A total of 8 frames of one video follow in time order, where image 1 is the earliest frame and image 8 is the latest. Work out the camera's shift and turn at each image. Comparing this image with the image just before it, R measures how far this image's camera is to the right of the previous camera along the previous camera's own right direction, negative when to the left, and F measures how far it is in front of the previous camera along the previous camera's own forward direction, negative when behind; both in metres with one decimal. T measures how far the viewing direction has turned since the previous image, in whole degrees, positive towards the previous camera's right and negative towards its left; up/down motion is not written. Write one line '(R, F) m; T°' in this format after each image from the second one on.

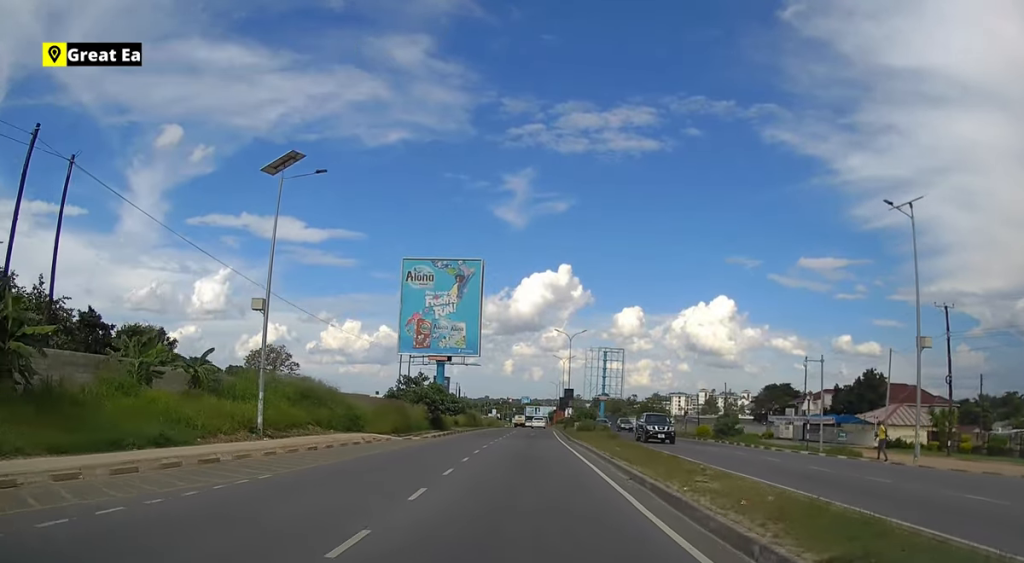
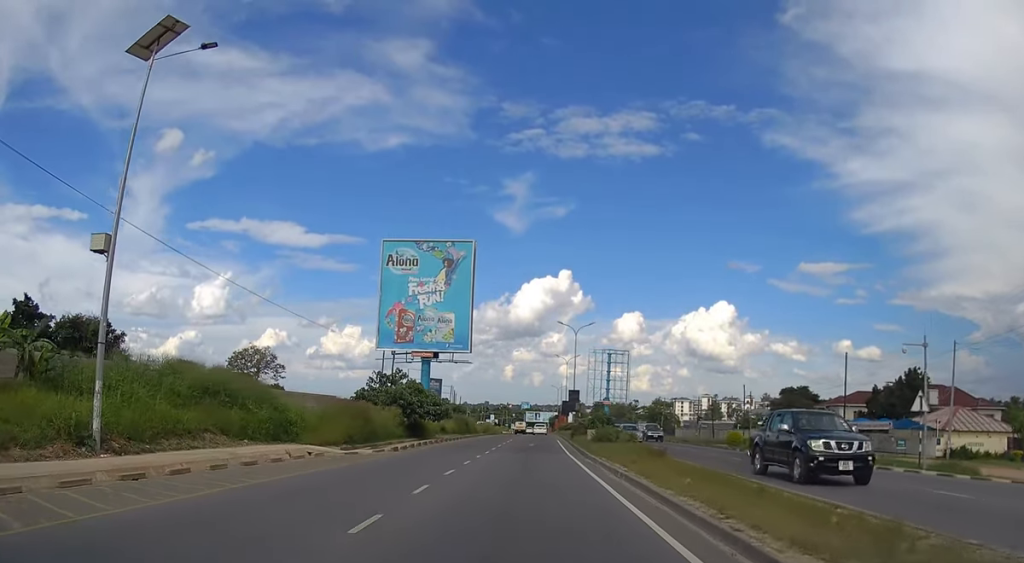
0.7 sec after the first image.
(+0.2, +12.3) m; 0°
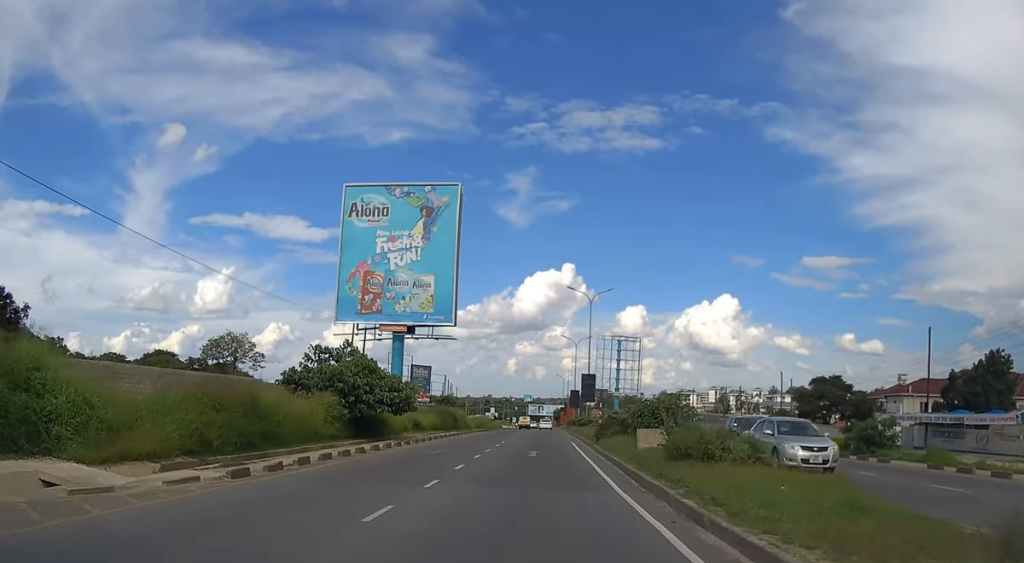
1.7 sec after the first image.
(0.0, +17.6) m; 0°
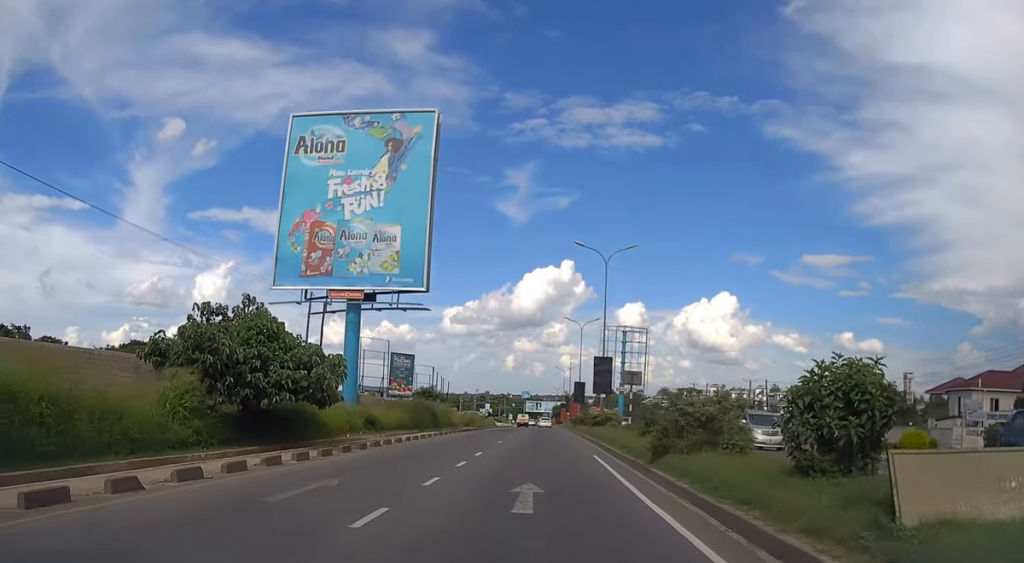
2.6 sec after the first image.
(0.0, +14.8) m; 0°
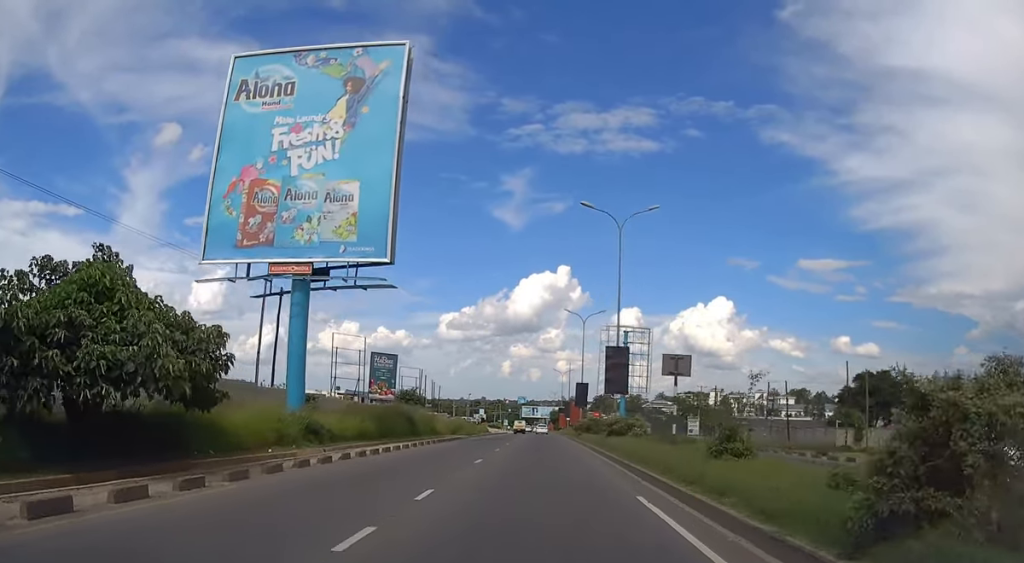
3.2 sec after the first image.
(0.0, +10.1) m; 0°
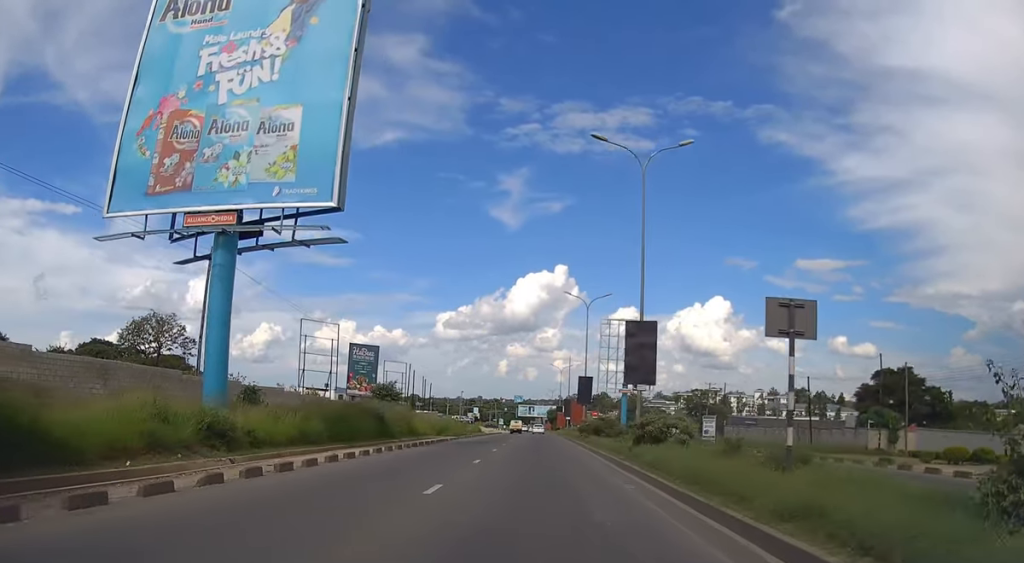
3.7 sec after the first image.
(-0.1, +9.3) m; 0°
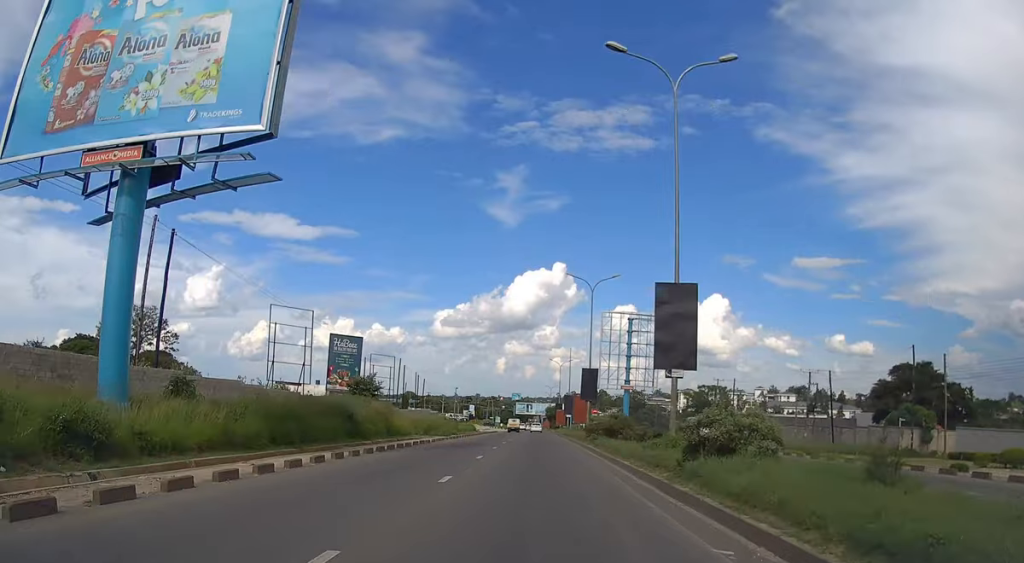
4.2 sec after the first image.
(0.0, +7.2) m; 0°
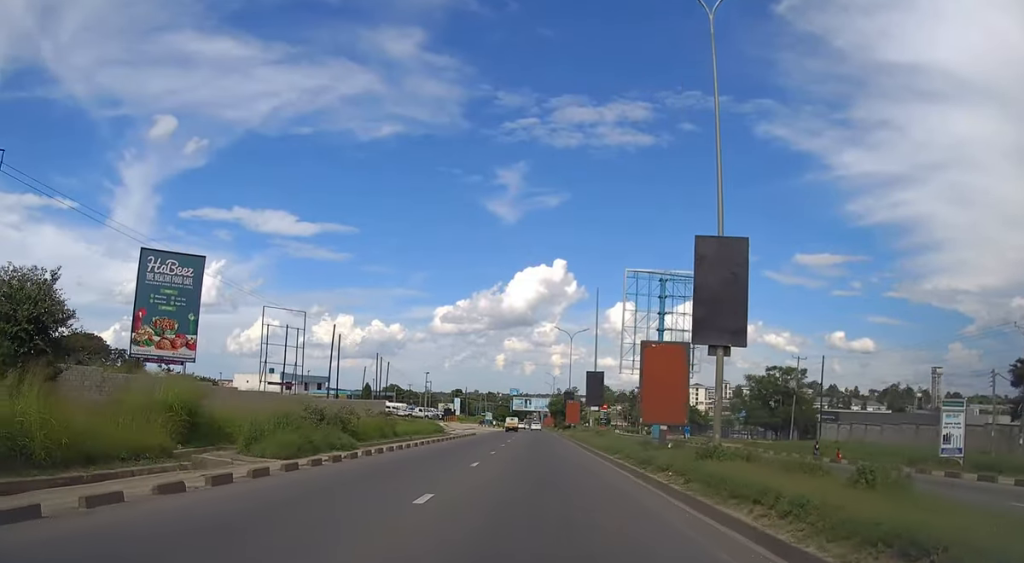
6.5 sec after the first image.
(+0.4, +38.3) m; +1°
